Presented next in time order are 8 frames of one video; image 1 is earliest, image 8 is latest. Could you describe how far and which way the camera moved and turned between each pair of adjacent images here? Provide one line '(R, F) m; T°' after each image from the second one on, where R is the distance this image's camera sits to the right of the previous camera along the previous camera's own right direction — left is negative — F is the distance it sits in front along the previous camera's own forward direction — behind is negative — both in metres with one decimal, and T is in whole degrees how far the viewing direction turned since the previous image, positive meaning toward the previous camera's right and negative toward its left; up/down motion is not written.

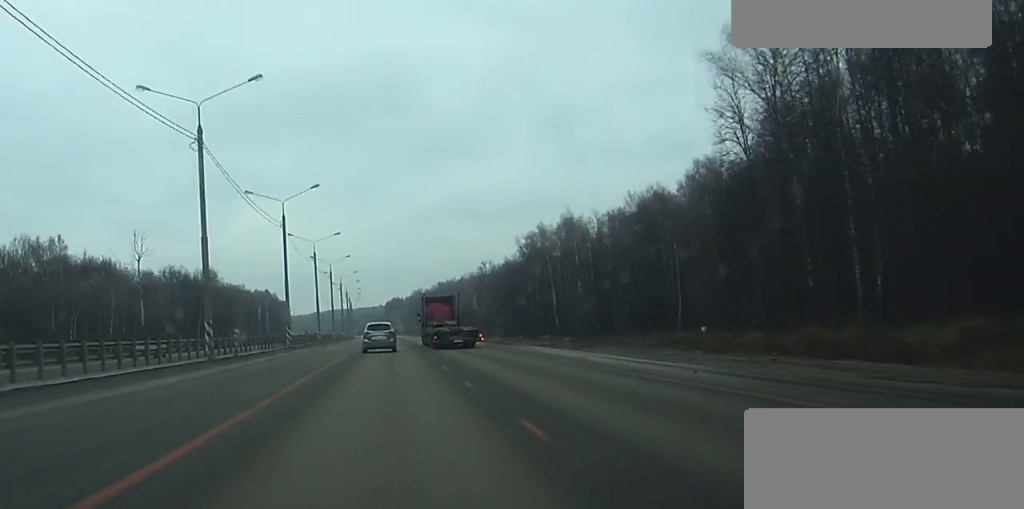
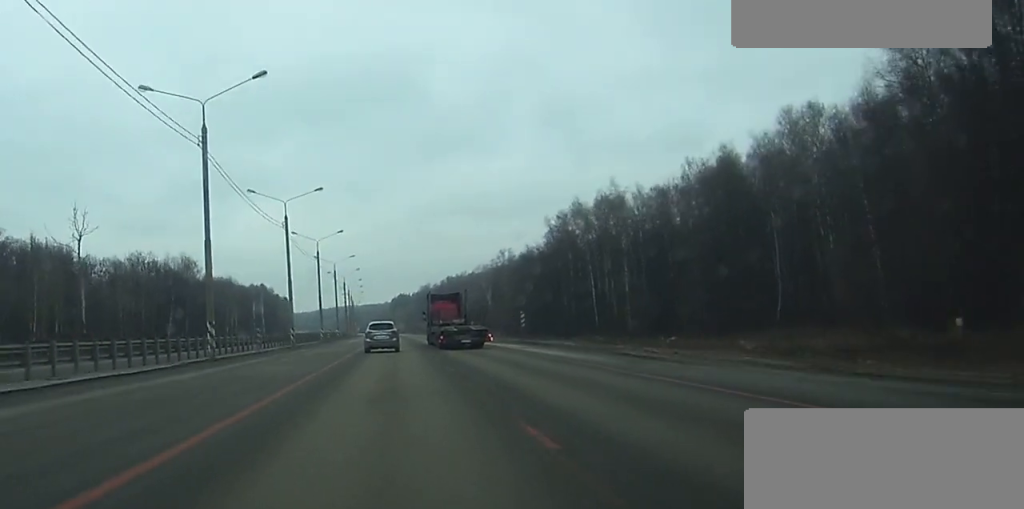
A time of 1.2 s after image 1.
(-0.1, +32.9) m; 0°
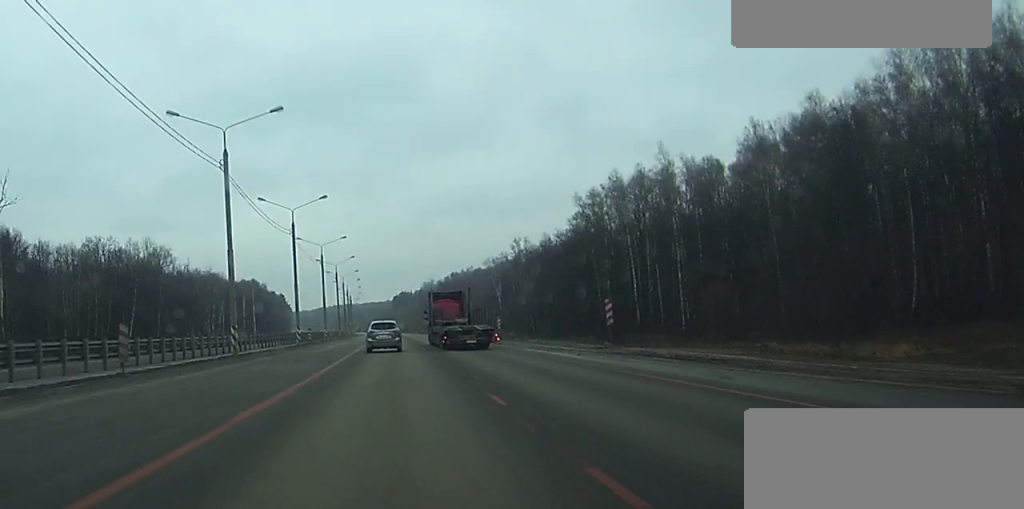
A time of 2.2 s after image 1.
(-0.1, +27.1) m; 0°
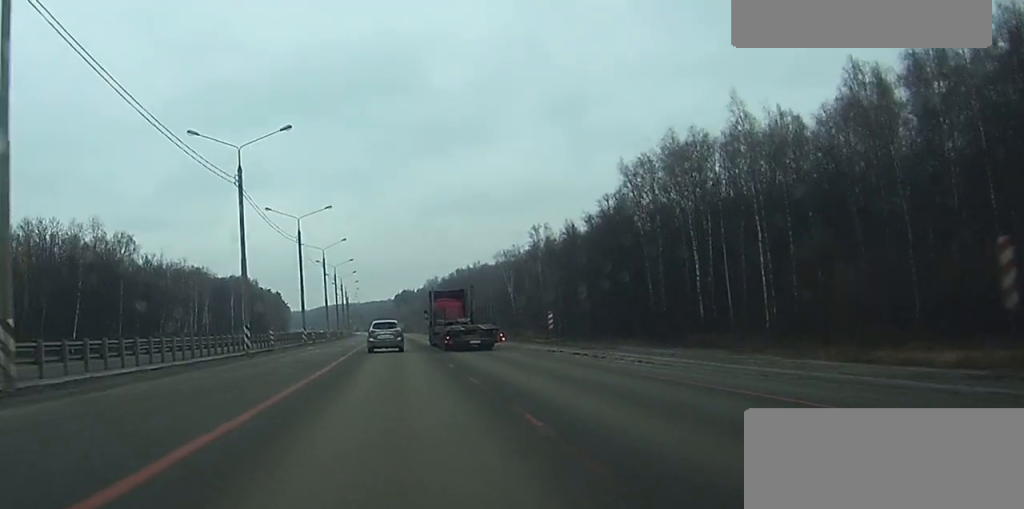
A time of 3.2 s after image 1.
(0.0, +27.8) m; 0°
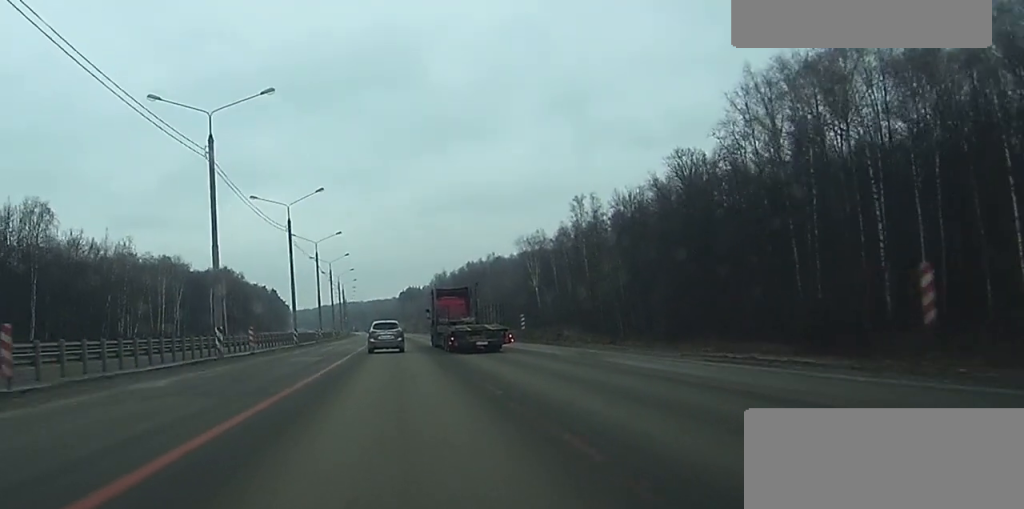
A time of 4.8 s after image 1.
(-0.2, +42.0) m; 0°
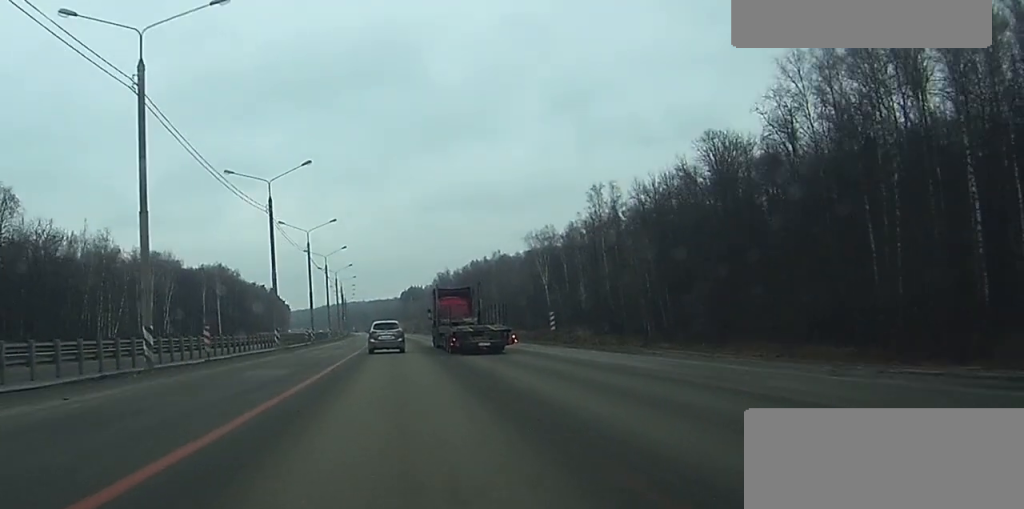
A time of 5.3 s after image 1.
(0.0, +12.5) m; 0°
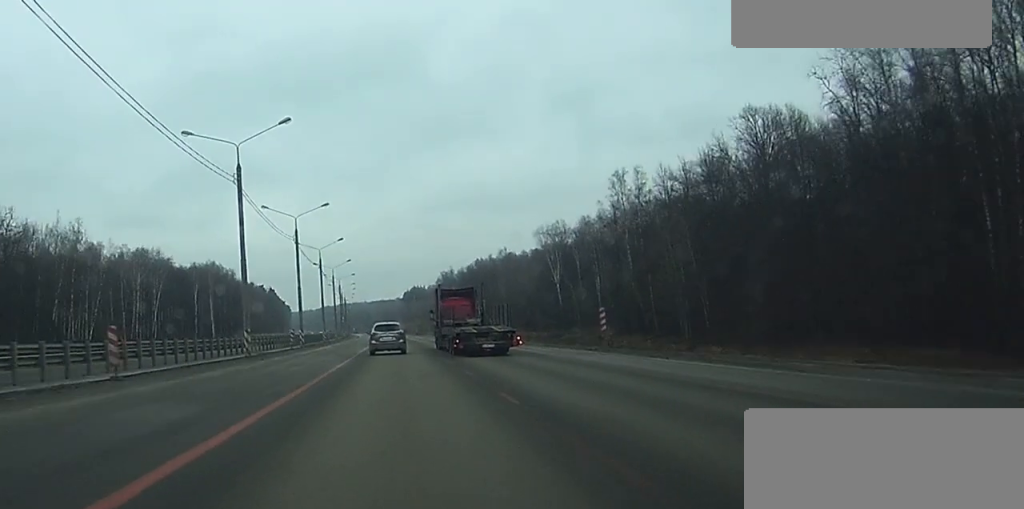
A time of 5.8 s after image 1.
(0.0, +13.4) m; 0°
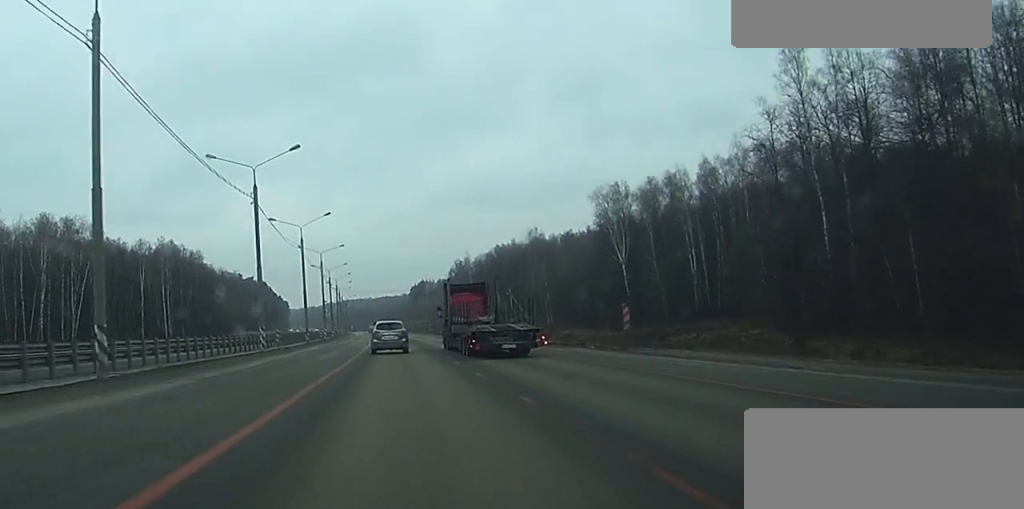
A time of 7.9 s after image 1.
(-0.1, +57.8) m; 0°
